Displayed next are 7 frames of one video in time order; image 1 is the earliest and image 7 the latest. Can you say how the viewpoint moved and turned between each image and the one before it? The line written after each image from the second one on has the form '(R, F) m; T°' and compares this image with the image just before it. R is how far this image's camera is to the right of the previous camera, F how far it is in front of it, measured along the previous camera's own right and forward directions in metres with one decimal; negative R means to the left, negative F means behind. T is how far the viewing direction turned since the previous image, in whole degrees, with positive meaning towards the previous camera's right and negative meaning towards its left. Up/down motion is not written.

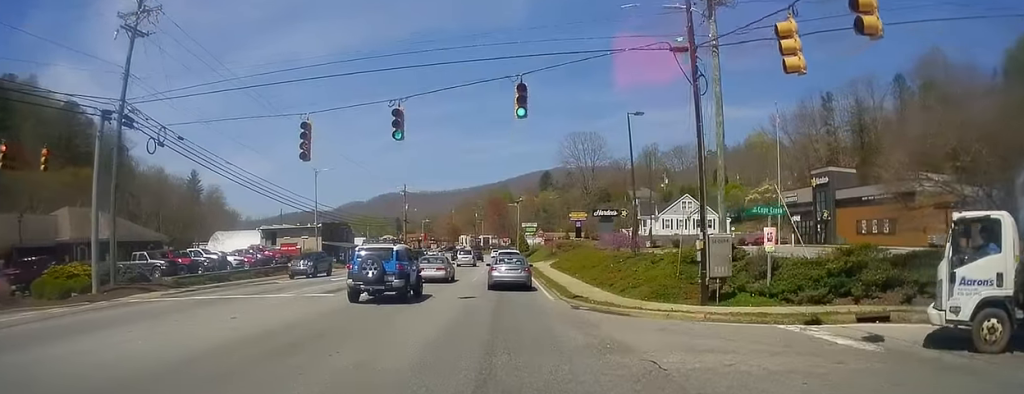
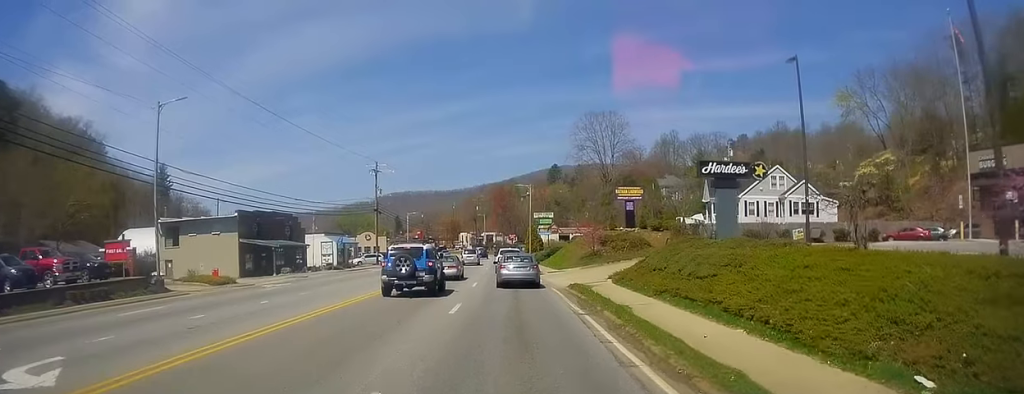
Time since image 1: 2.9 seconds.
(-0.1, +31.2) m; 0°
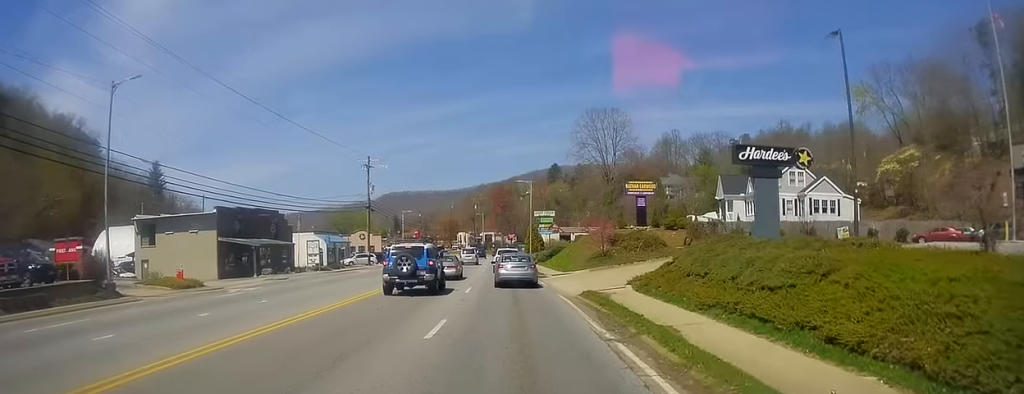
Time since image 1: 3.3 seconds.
(+0.2, +4.7) m; -1°
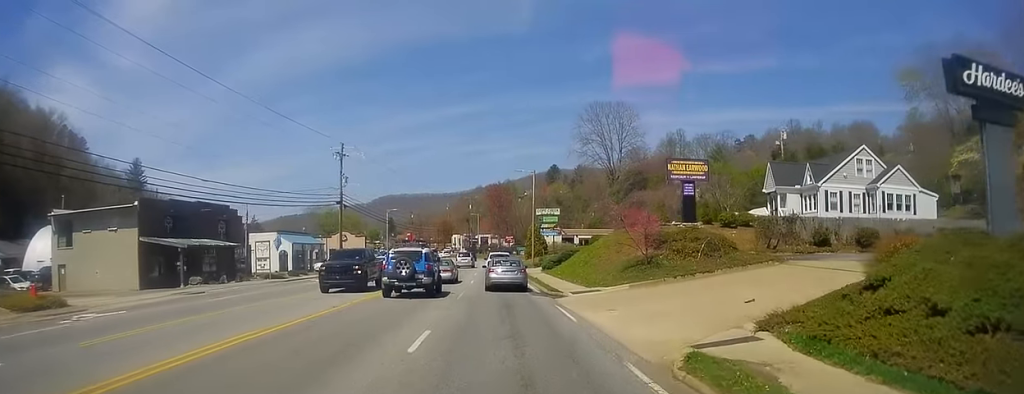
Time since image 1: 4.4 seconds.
(-0.6, +13.2) m; -1°
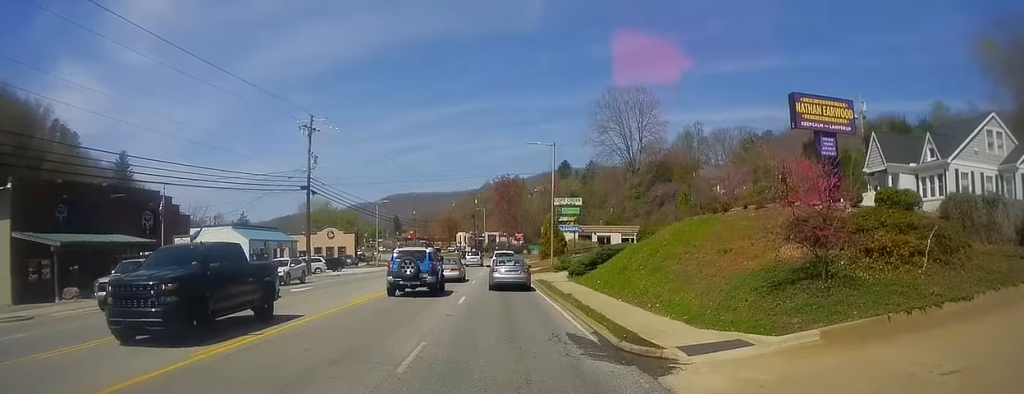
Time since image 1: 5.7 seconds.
(+0.5, +14.9) m; +1°
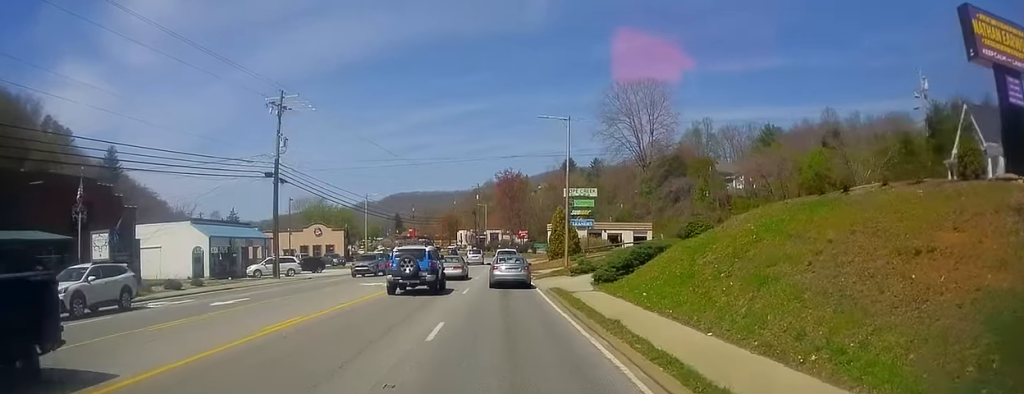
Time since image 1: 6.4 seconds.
(0.0, +8.7) m; -1°
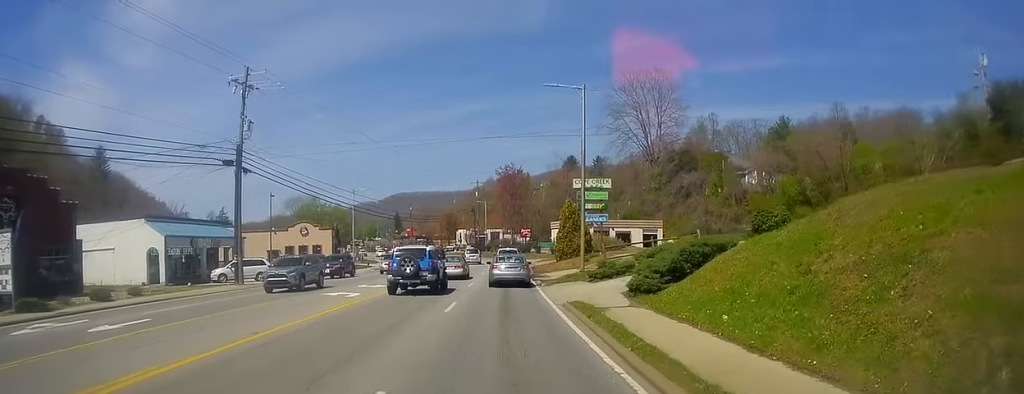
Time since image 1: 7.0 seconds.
(0.0, +7.0) m; -2°
